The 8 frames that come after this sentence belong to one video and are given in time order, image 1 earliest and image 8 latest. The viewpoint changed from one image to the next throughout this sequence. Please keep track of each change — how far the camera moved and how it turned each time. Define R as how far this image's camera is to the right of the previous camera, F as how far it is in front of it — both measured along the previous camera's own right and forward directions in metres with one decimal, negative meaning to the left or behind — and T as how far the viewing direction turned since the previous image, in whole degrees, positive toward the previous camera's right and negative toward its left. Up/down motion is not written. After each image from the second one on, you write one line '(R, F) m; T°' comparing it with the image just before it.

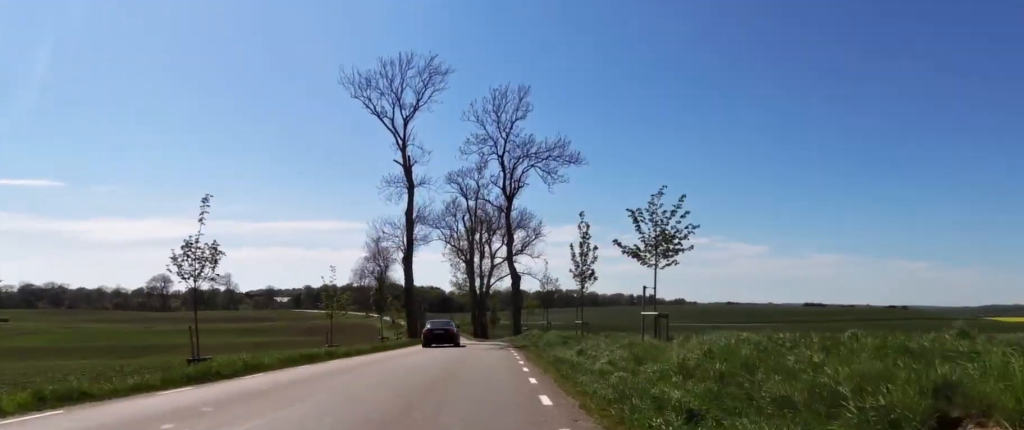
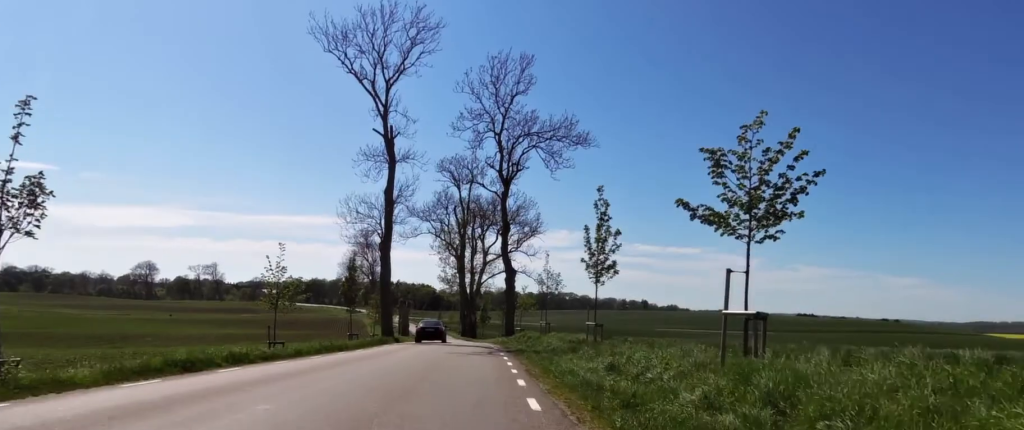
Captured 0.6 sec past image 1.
(0.0, +6.5) m; 0°
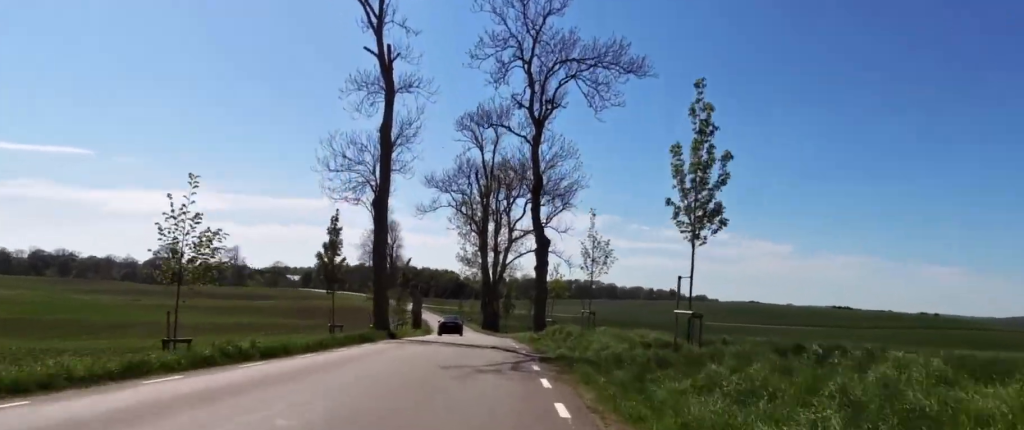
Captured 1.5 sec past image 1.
(0.0, +9.1) m; -1°
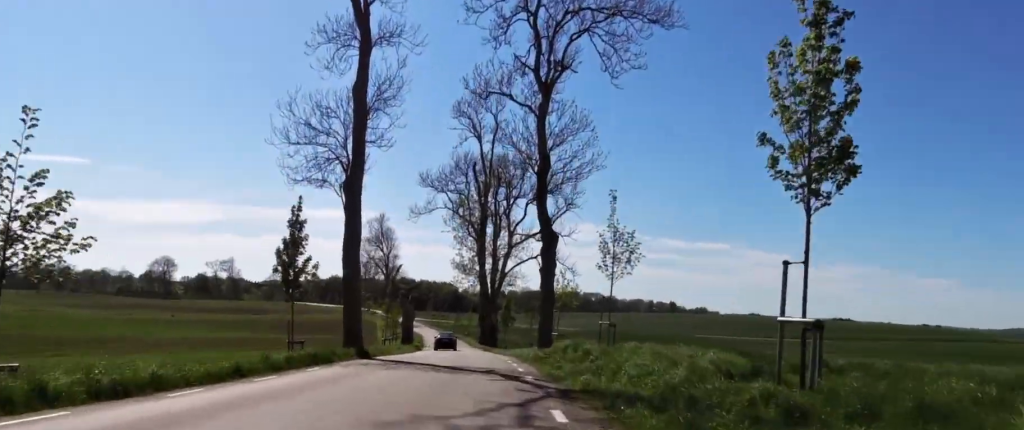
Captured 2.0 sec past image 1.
(+0.1, +5.5) m; -4°
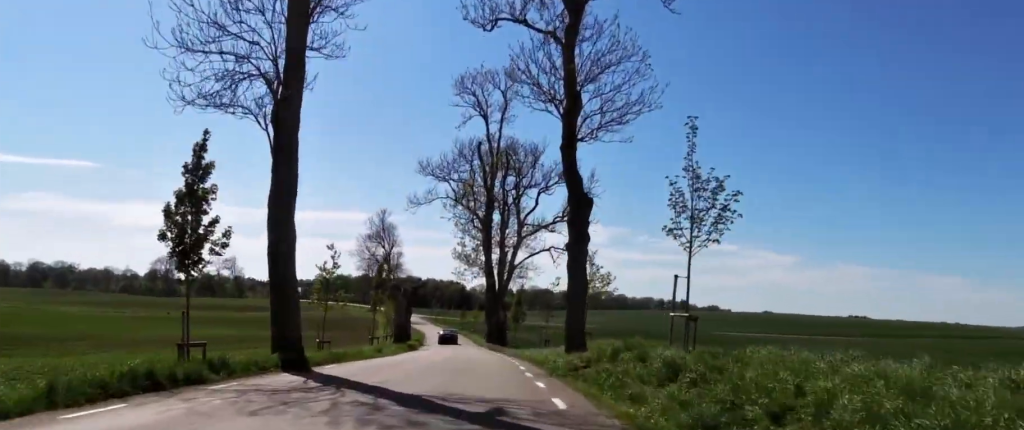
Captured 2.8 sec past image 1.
(-0.5, +8.5) m; -3°
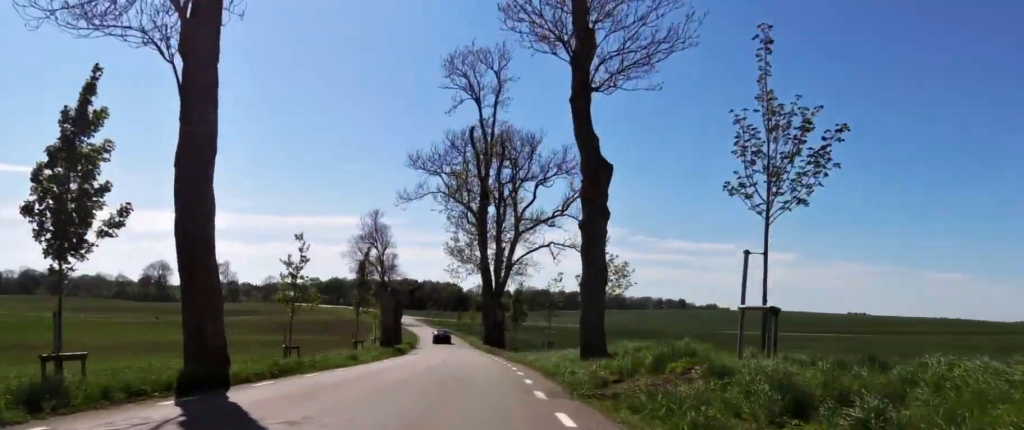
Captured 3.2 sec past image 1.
(-0.6, +4.3) m; 0°
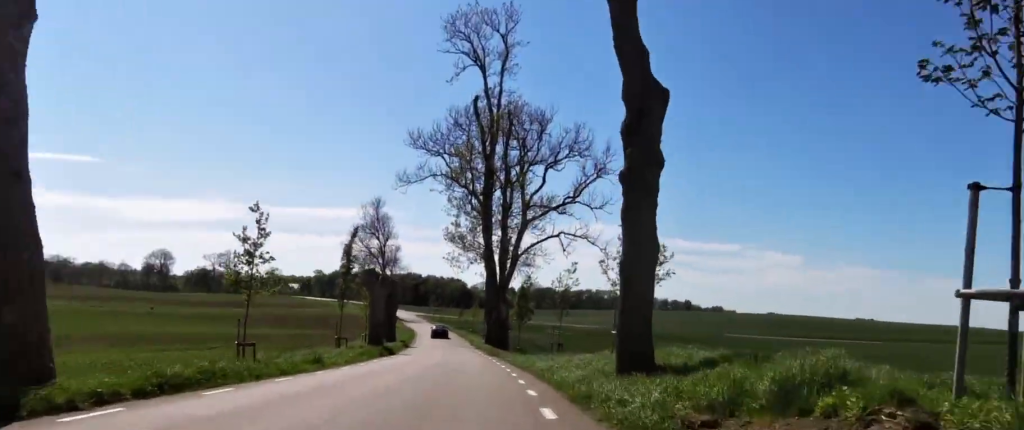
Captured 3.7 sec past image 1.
(+0.1, +4.9) m; 0°
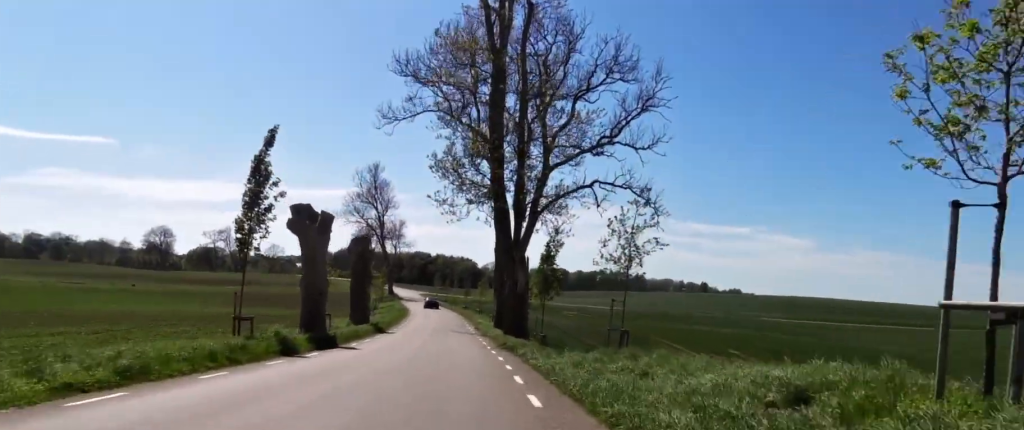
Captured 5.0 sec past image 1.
(+0.4, +15.1) m; -3°
